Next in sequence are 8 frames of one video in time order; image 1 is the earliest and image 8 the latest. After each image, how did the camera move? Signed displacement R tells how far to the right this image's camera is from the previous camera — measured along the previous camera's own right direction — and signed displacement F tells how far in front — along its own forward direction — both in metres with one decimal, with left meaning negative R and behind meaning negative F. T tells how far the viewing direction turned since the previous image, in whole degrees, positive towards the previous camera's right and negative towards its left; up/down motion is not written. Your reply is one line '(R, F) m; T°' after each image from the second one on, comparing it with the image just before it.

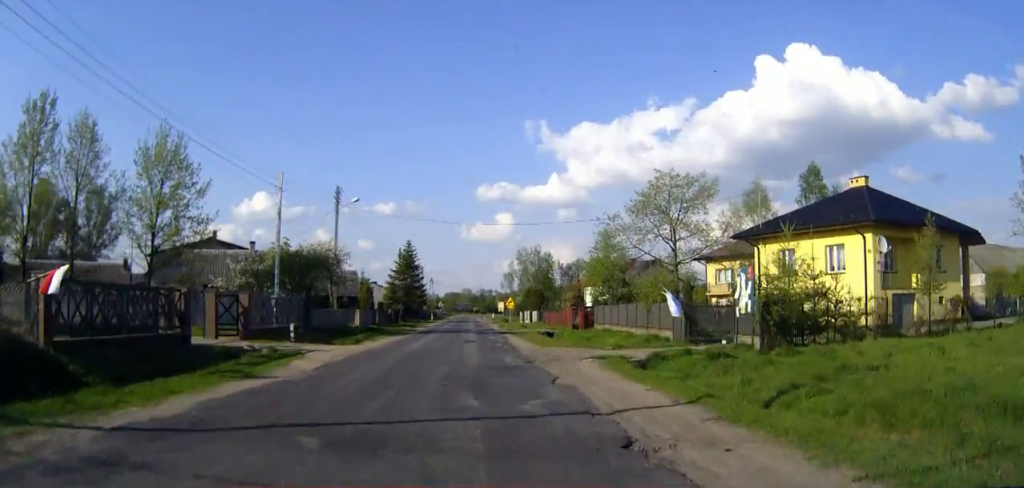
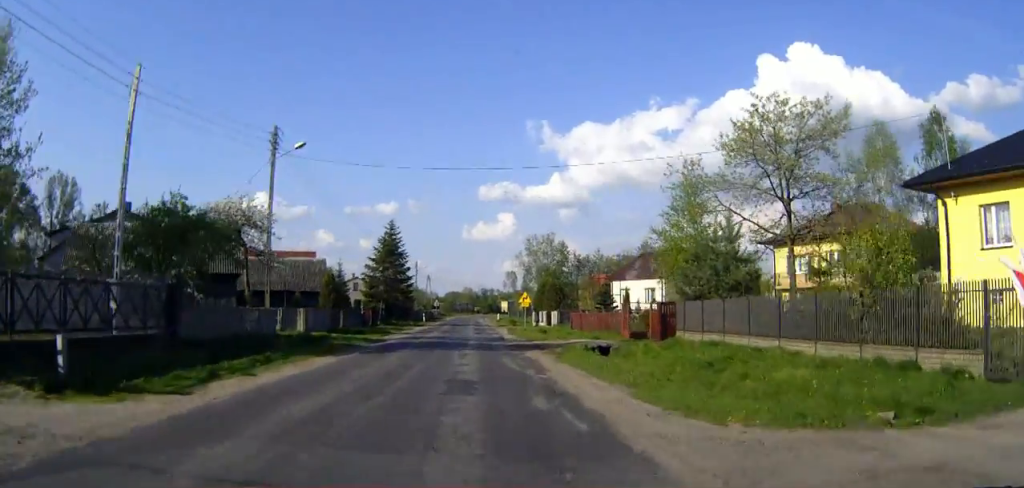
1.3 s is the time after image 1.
(0.0, +18.4) m; 0°
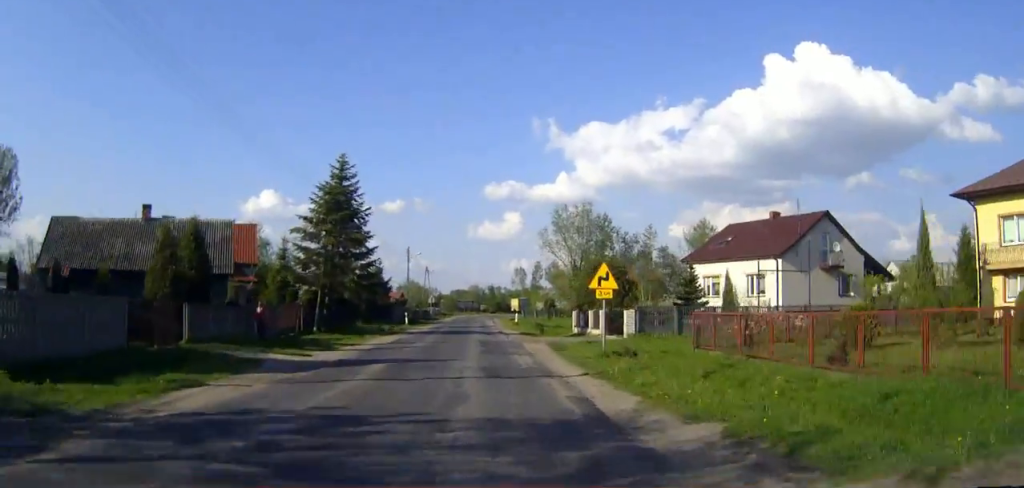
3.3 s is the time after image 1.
(-0.1, +27.4) m; 0°
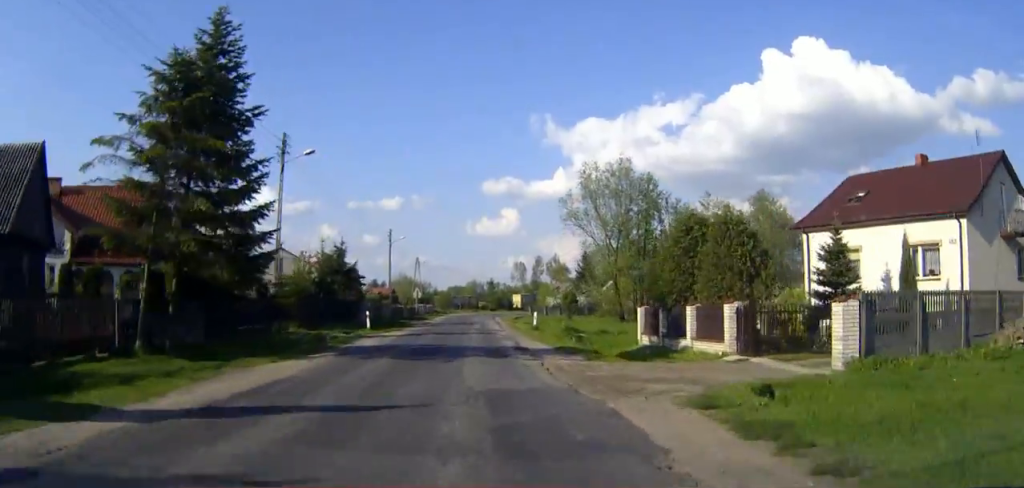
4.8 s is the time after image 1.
(0.0, +19.8) m; 0°
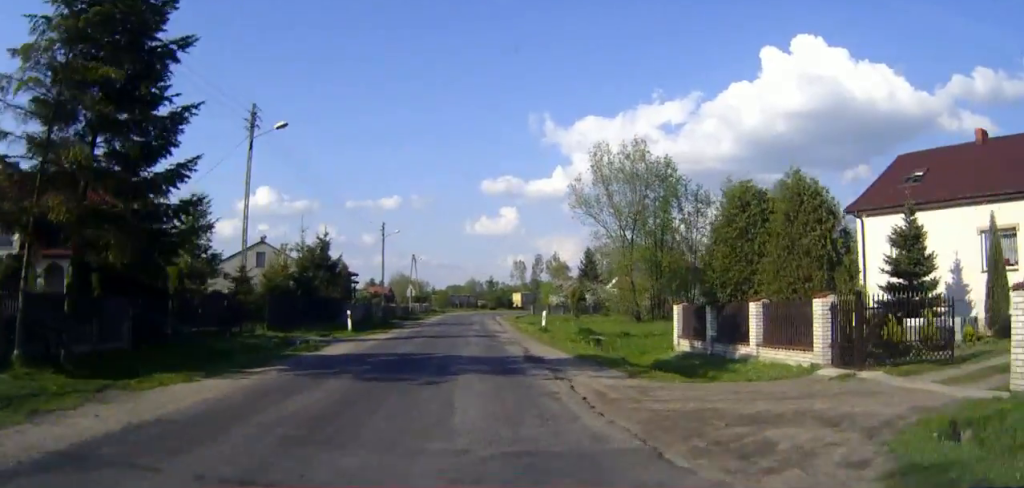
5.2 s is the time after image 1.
(0.0, +5.4) m; 0°
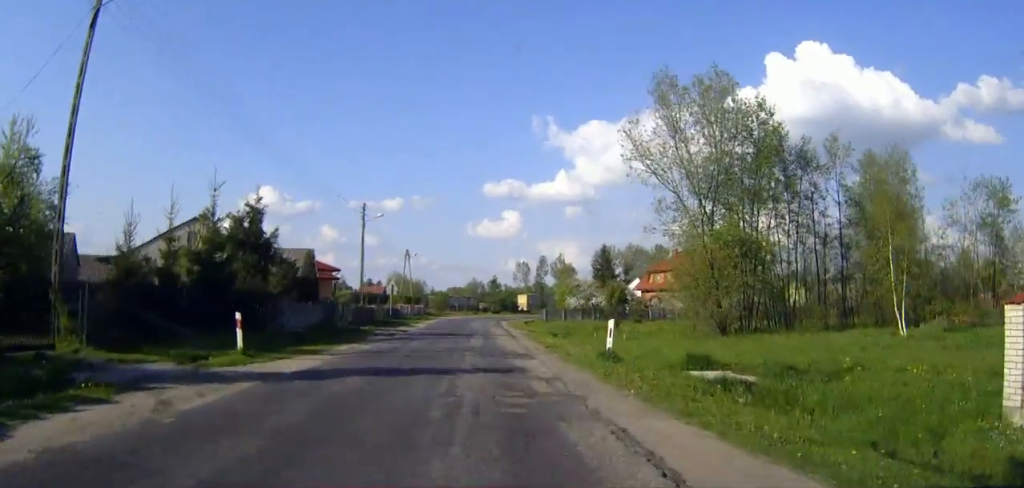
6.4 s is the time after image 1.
(0.0, +15.7) m; 0°
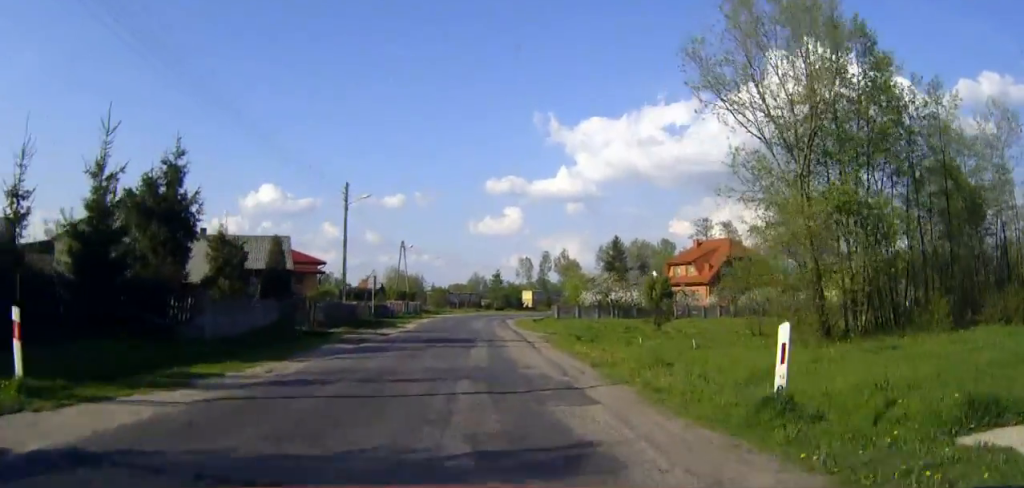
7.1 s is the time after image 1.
(0.0, +9.4) m; 0°
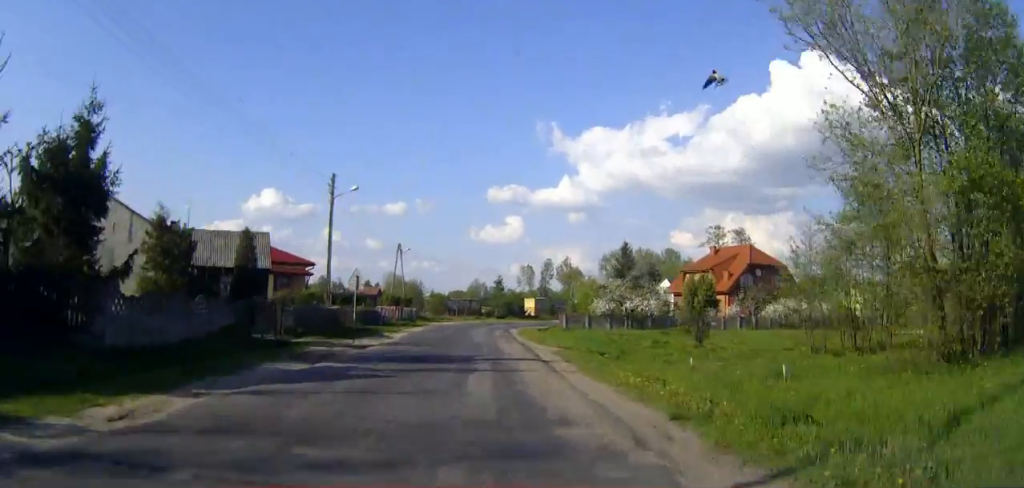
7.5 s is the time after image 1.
(0.0, +6.2) m; 0°
